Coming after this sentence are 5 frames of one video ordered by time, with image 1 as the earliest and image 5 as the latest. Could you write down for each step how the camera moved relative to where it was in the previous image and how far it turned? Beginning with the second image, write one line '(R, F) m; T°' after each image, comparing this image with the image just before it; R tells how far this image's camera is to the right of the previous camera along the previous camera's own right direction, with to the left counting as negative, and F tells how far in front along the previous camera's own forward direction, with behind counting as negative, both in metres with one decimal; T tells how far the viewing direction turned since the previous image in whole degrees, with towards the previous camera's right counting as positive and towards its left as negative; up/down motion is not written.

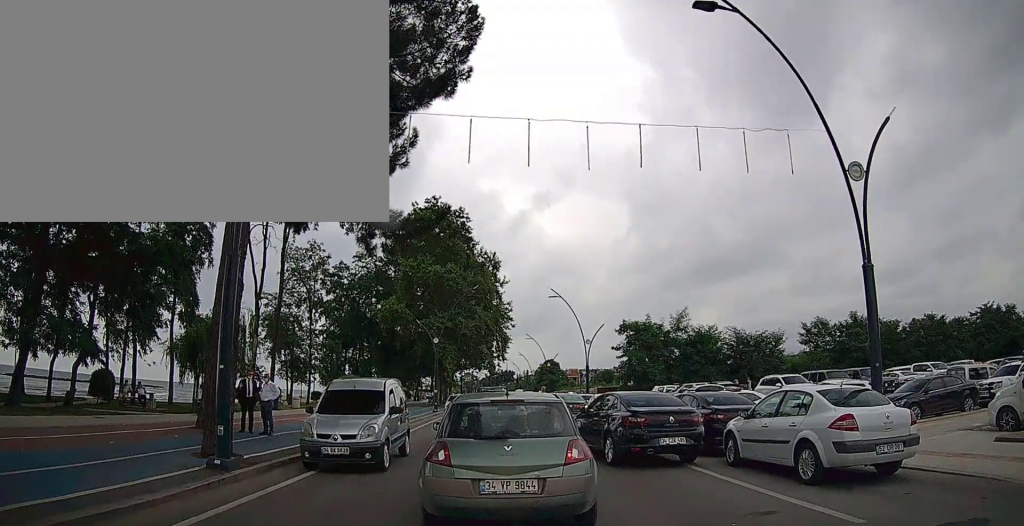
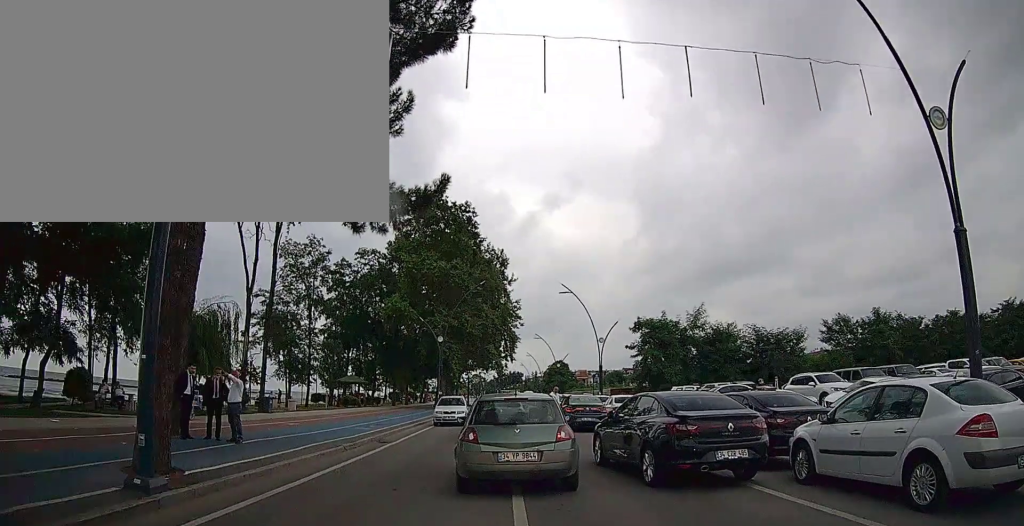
(0.0, +1.0) m; 0°
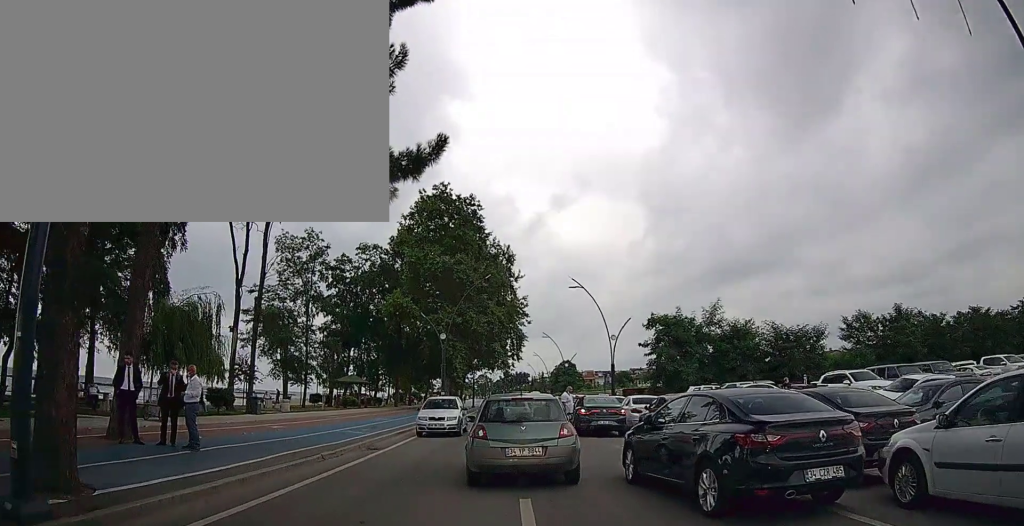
(0.0, +1.6) m; 0°
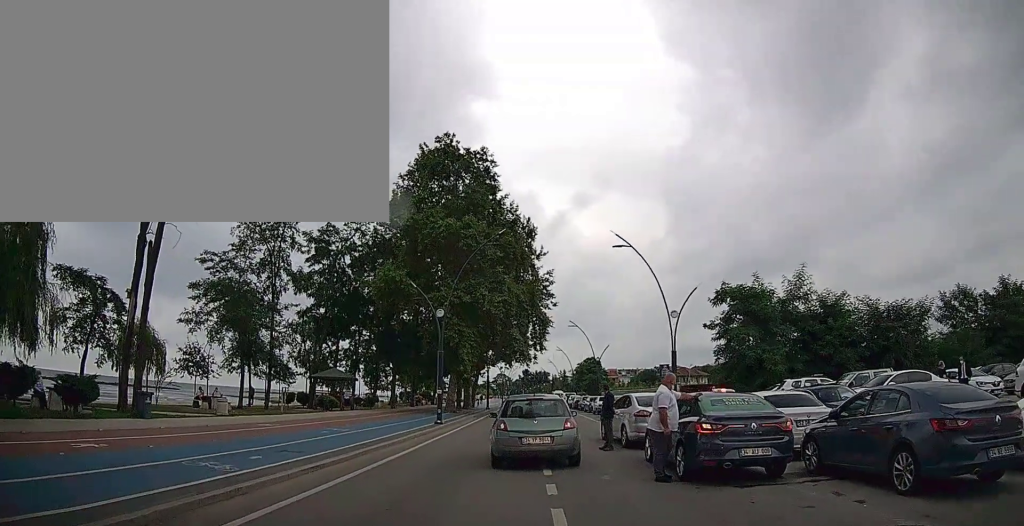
(+0.2, +10.9) m; +4°
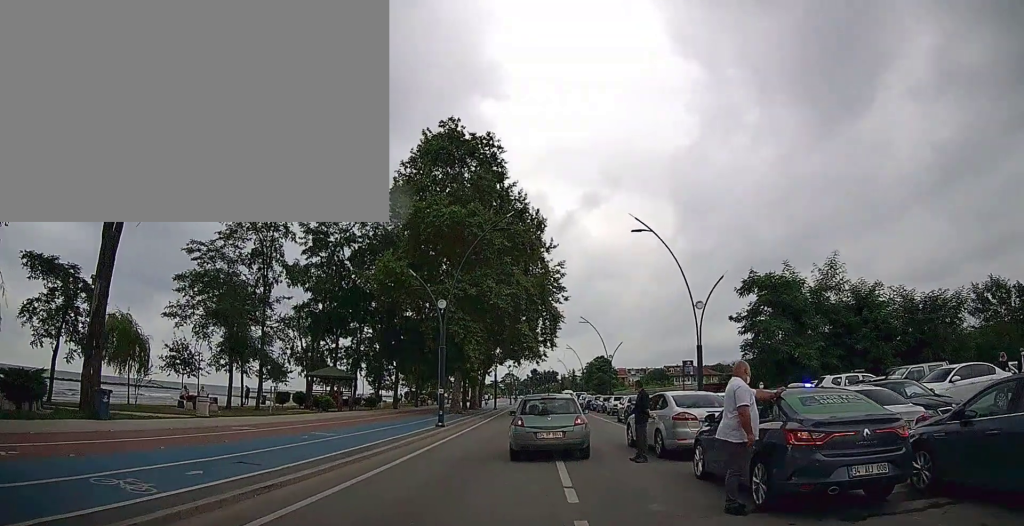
(+0.1, +2.6) m; -1°
